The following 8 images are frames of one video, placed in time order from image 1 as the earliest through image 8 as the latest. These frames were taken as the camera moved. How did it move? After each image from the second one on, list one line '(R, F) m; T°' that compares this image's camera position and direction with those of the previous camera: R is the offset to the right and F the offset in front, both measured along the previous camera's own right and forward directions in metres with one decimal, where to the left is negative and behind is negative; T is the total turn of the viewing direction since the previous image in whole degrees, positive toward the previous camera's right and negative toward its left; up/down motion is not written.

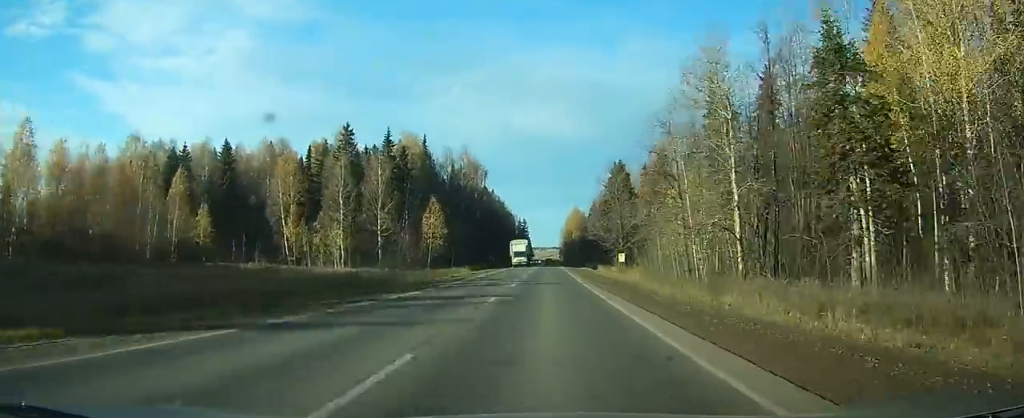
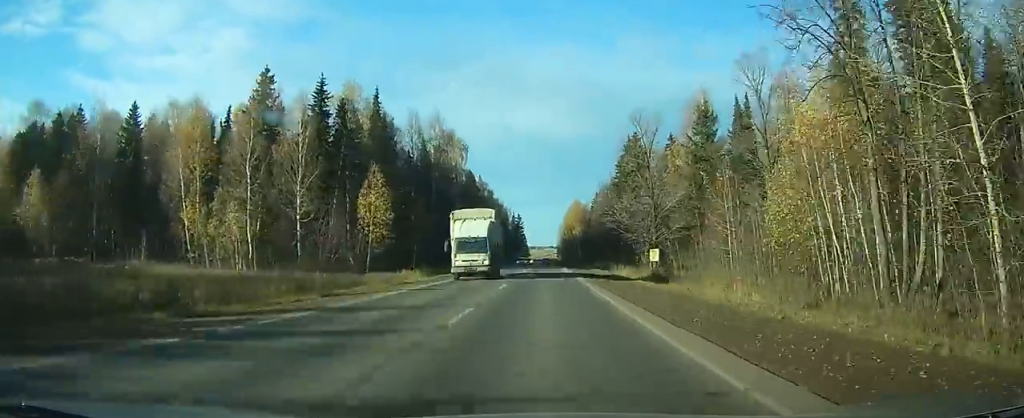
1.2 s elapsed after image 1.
(+0.1, +29.1) m; 0°
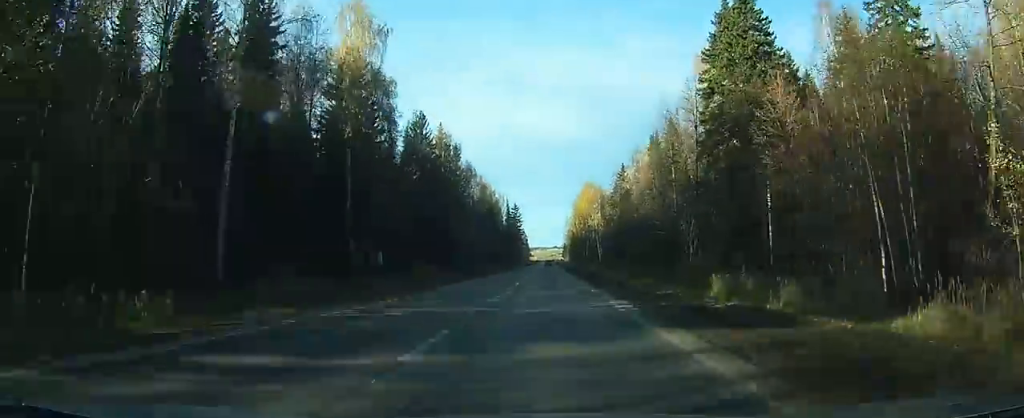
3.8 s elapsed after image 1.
(+0.3, +63.3) m; 0°
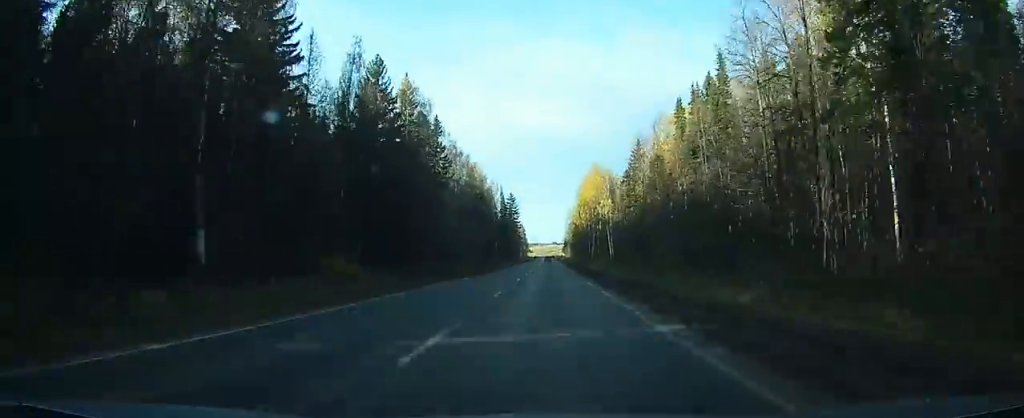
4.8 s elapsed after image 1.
(0.0, +24.4) m; 0°
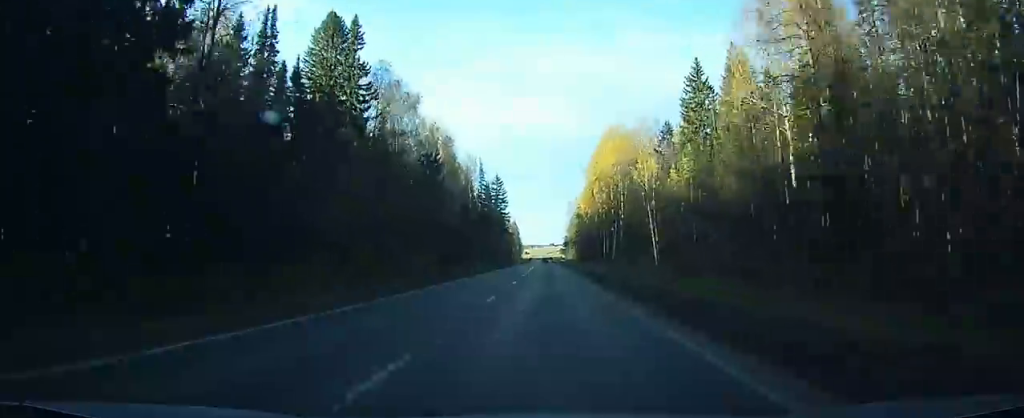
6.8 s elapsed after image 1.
(0.0, +49.1) m; 0°
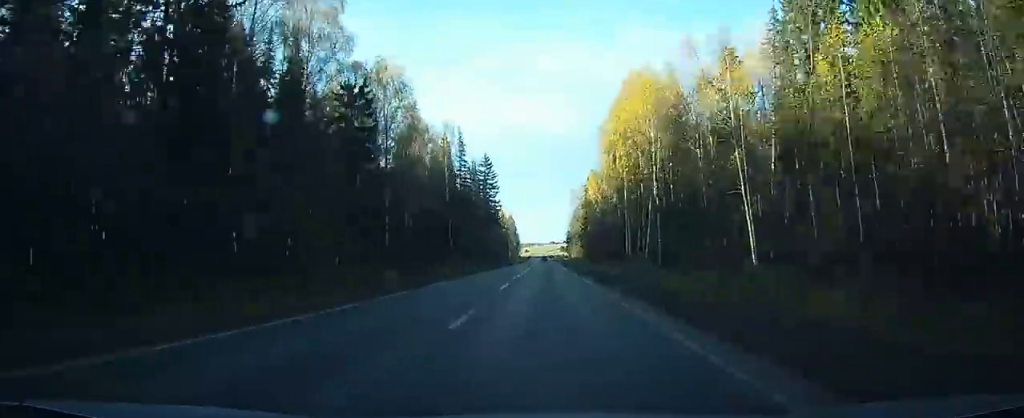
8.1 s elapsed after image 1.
(0.0, +31.1) m; 0°
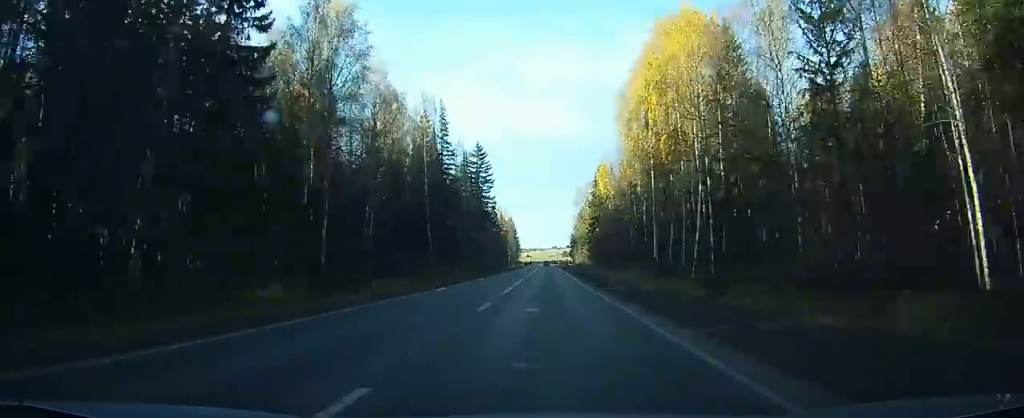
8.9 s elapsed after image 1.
(0.0, +19.7) m; 0°
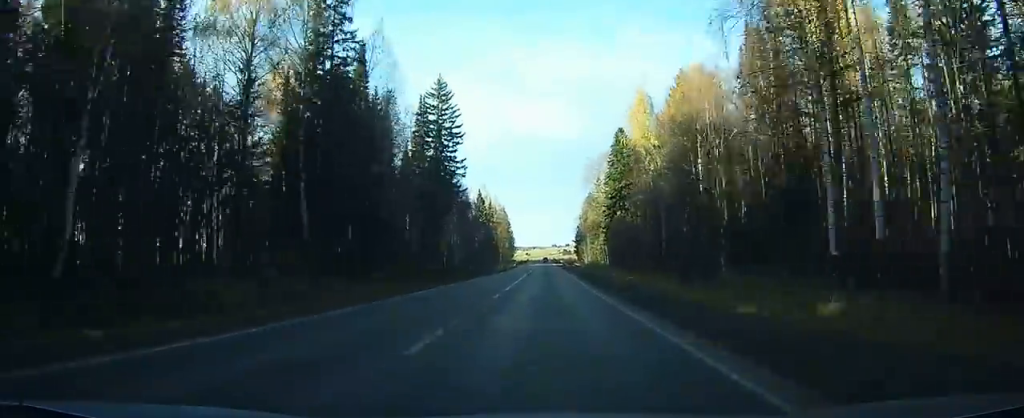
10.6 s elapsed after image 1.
(0.0, +42.6) m; 0°
